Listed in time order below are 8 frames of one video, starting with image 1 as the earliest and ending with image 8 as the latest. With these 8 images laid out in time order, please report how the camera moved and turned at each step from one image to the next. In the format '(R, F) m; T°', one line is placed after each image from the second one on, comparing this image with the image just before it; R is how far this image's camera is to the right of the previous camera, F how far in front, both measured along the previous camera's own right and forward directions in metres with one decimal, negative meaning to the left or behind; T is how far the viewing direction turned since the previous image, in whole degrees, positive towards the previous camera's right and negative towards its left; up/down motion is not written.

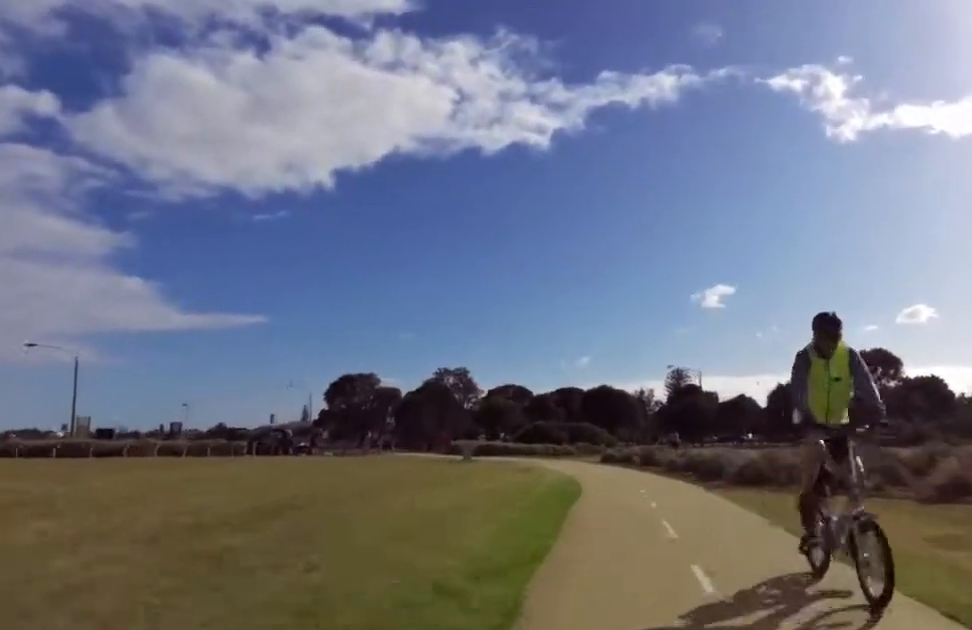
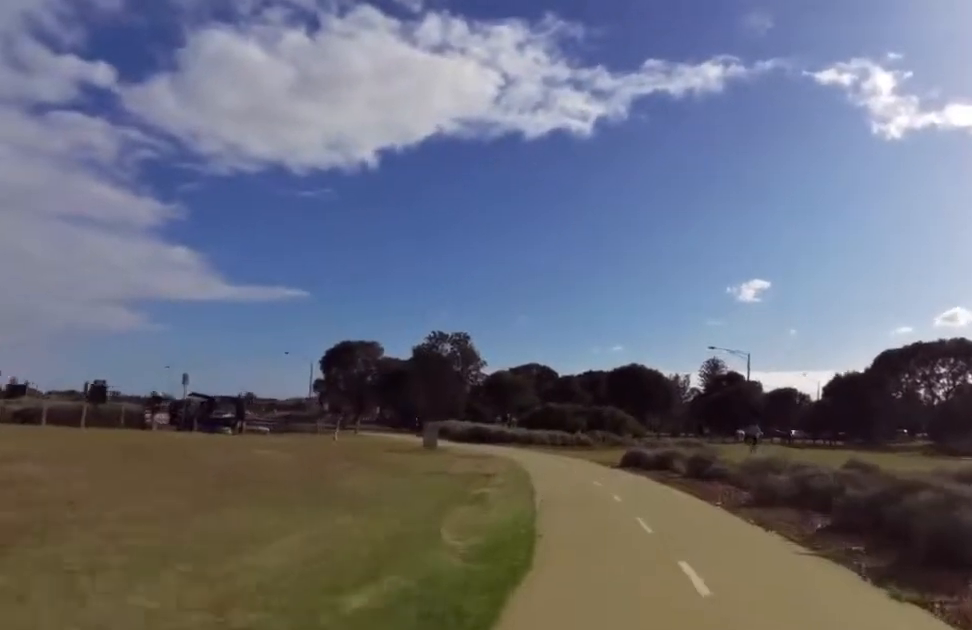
(0.0, +12.2) m; 0°
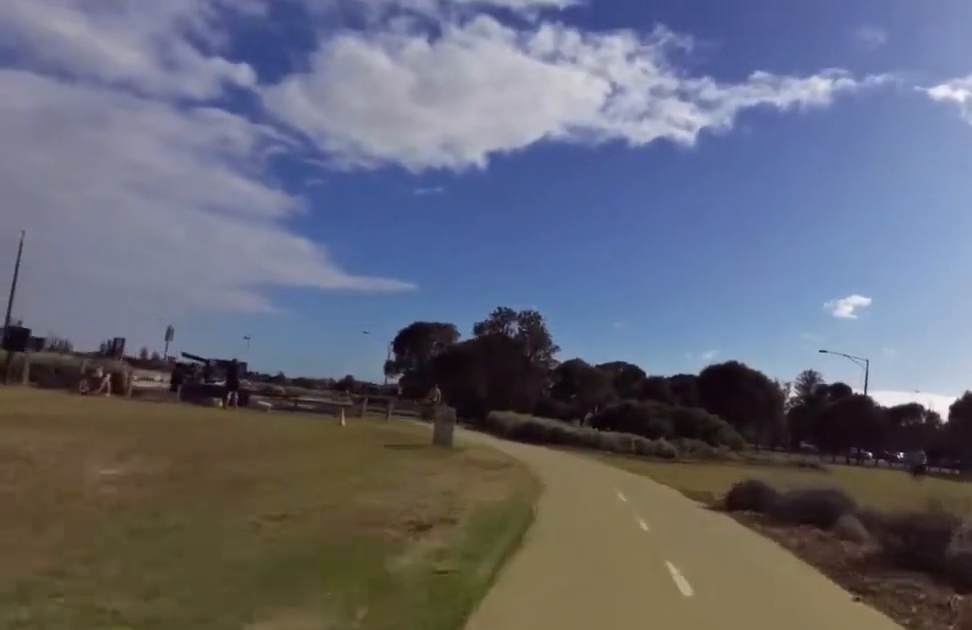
(0.0, +8.9) m; 0°
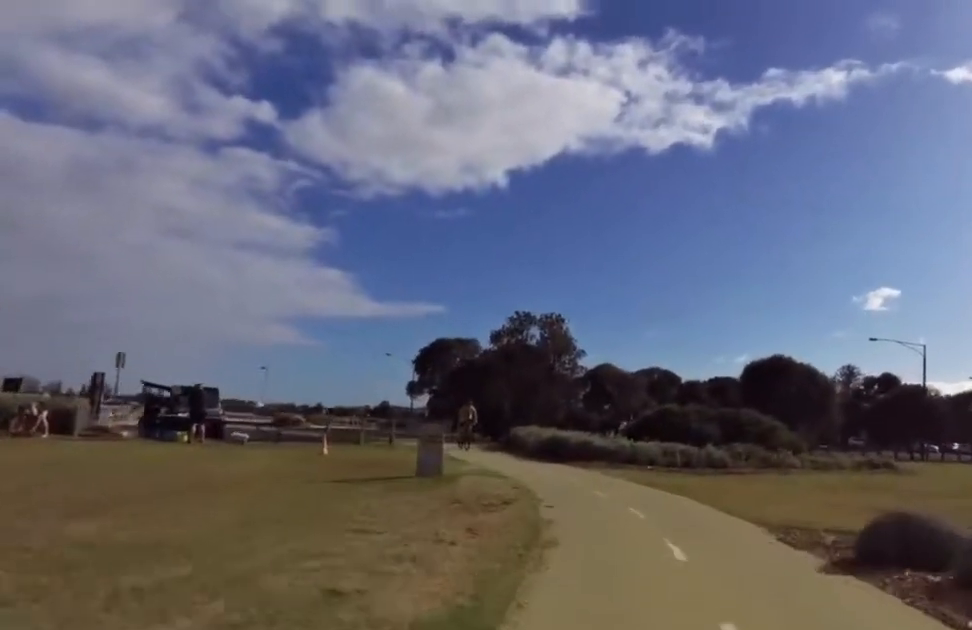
(0.0, +4.5) m; -4°
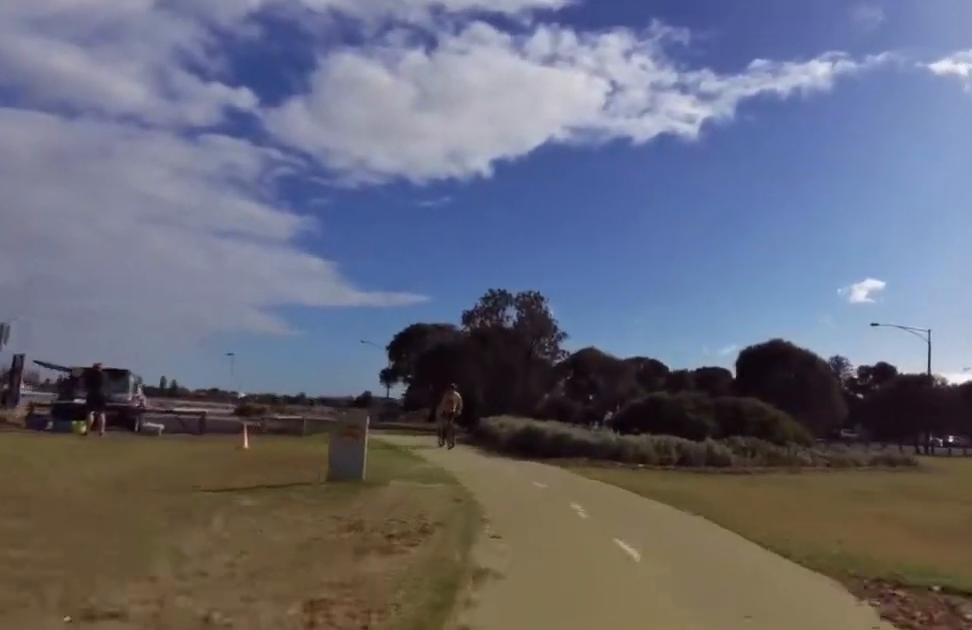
(+0.2, +3.4) m; -3°
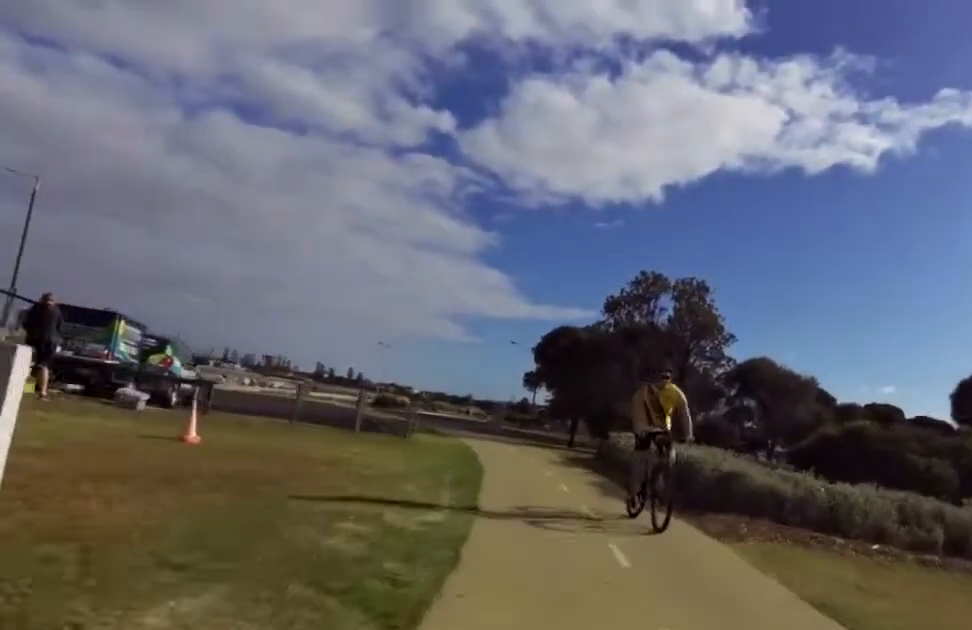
(-1.1, +8.1) m; -10°
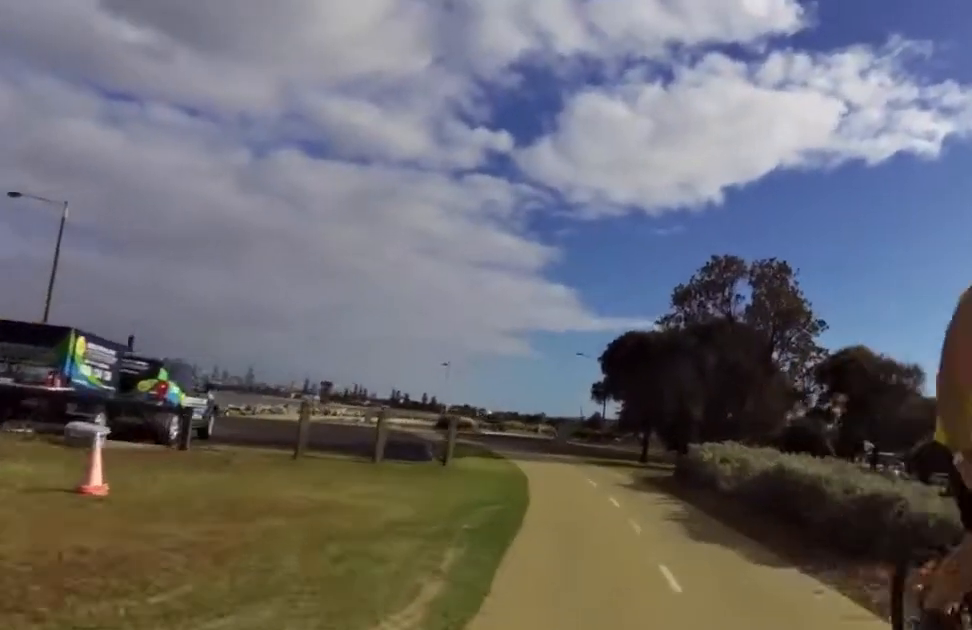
(0.0, +3.3) m; -5°
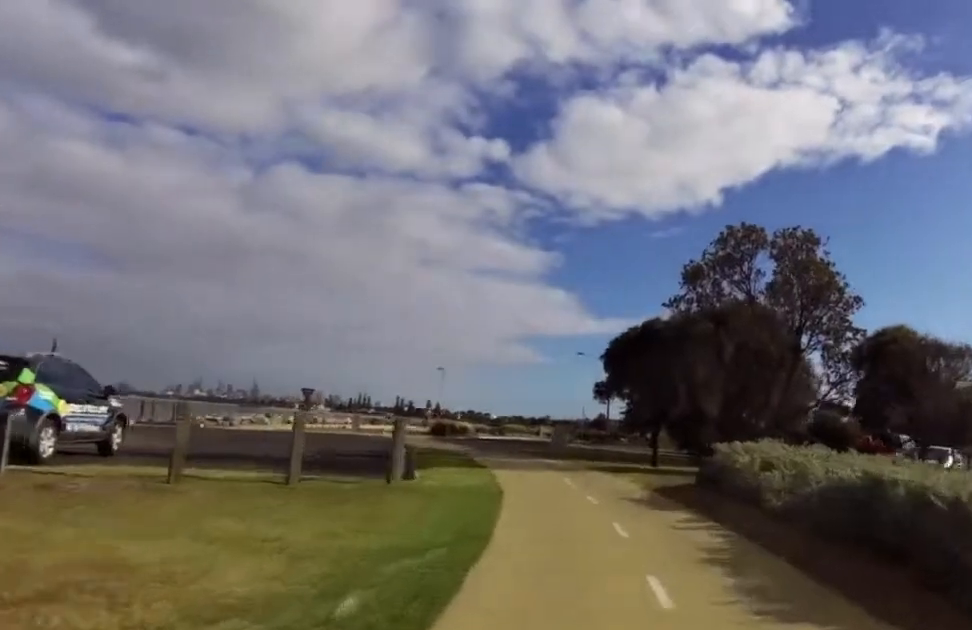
(+0.1, +3.5) m; -6°
